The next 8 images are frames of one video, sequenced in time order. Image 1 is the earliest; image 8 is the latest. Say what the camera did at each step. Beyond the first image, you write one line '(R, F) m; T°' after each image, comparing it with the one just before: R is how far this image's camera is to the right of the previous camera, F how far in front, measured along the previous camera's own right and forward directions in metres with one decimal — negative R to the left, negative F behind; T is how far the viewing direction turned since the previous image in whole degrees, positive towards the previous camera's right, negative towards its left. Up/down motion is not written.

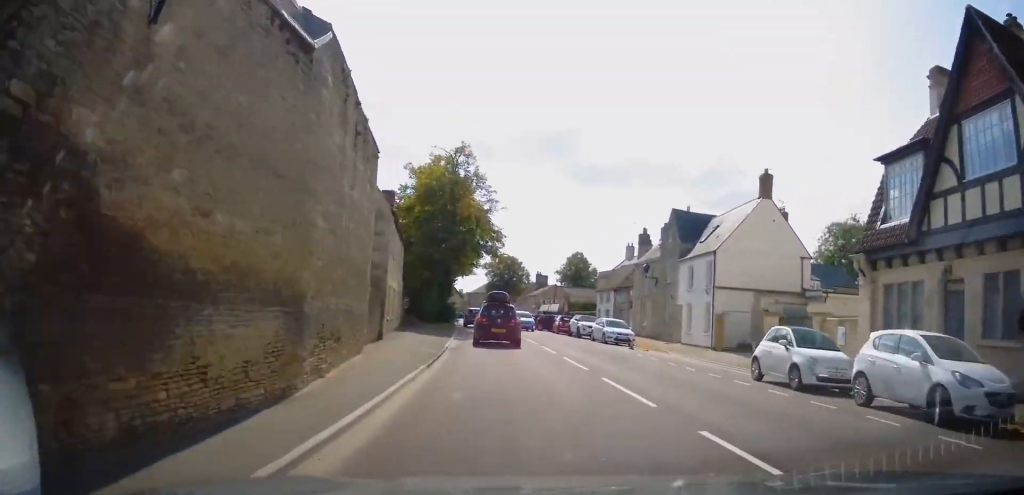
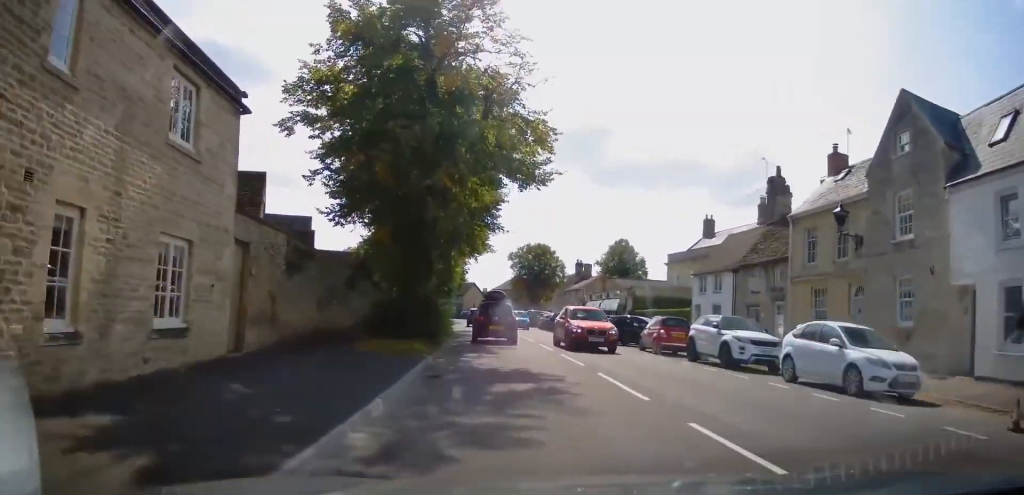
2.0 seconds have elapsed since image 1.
(-0.3, +23.3) m; -2°
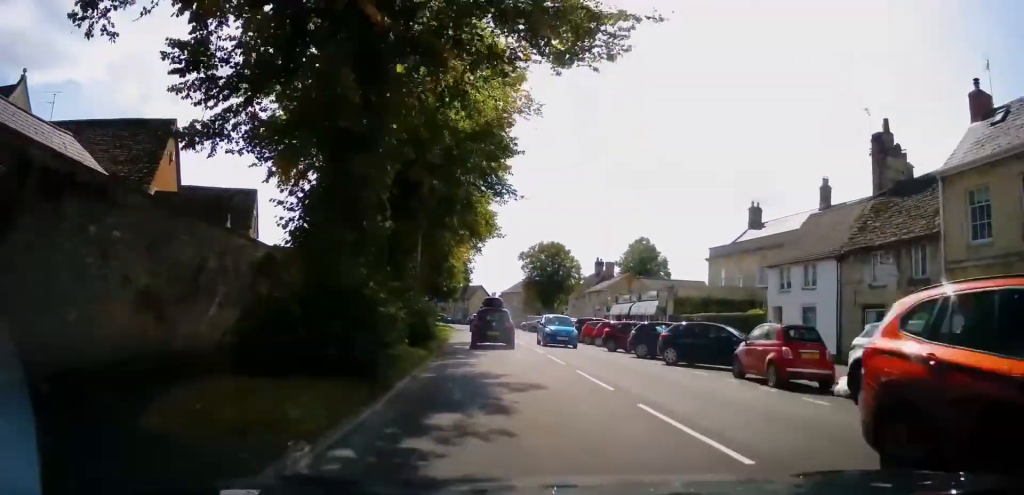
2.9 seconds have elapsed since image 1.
(0.0, +9.5) m; -1°
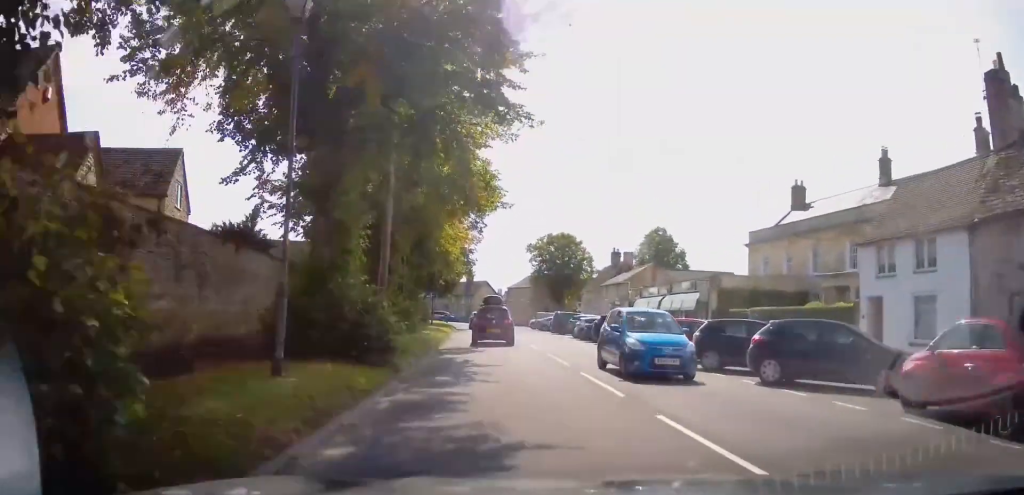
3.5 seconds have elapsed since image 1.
(-0.1, +7.2) m; -2°
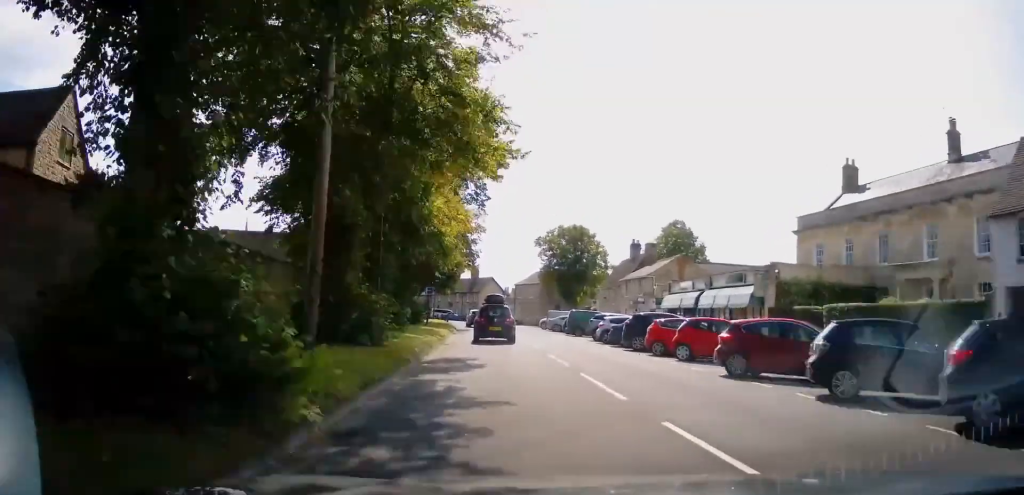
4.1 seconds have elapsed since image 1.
(-0.2, +6.4) m; 0°
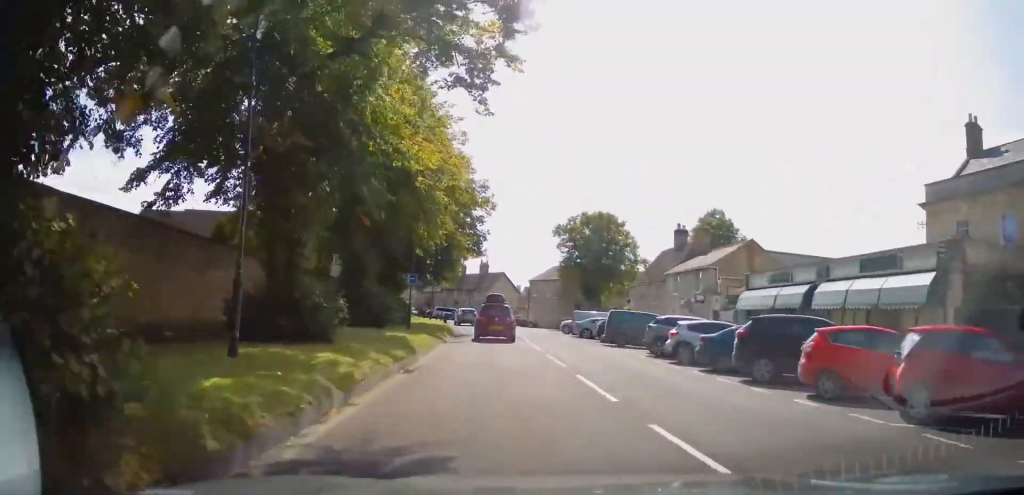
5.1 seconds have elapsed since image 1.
(0.0, +11.4) m; 0°
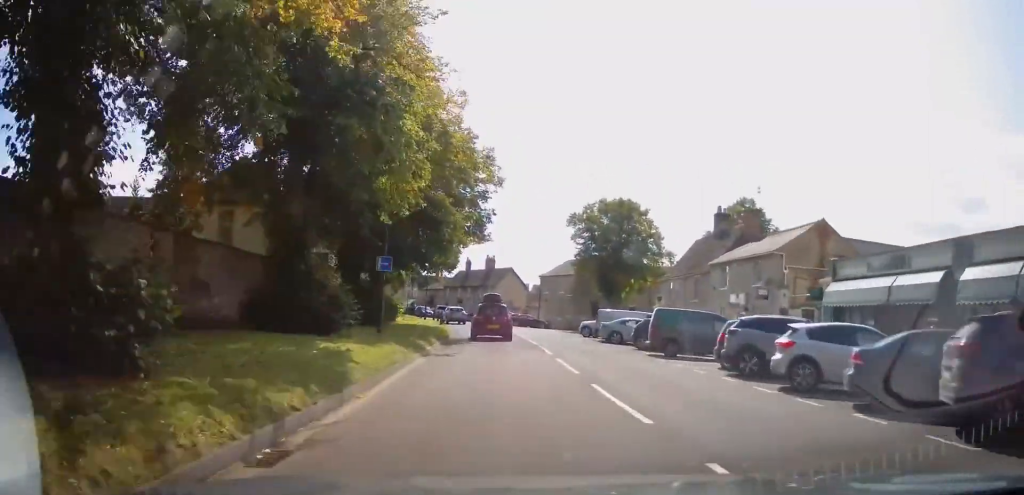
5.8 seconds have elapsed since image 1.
(+0.1, +7.8) m; 0°
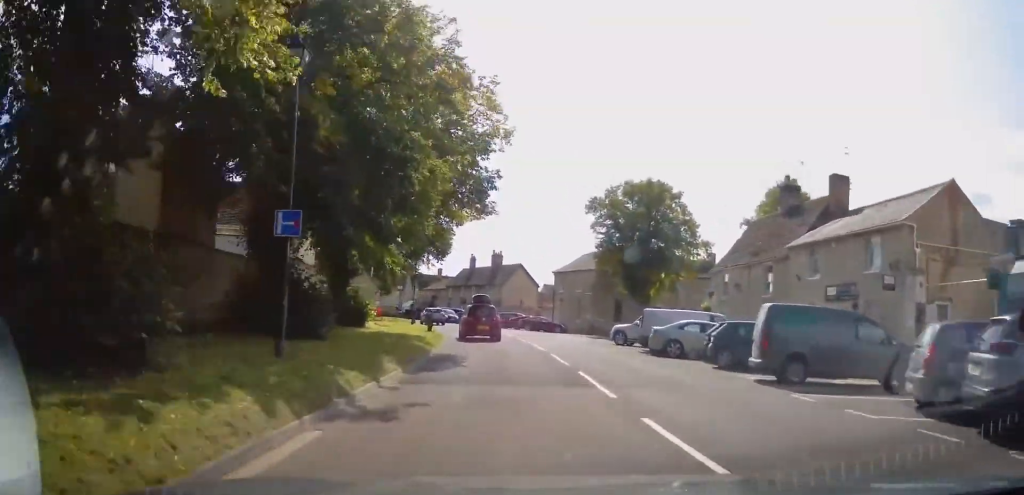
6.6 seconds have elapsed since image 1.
(-0.2, +9.3) m; -2°
